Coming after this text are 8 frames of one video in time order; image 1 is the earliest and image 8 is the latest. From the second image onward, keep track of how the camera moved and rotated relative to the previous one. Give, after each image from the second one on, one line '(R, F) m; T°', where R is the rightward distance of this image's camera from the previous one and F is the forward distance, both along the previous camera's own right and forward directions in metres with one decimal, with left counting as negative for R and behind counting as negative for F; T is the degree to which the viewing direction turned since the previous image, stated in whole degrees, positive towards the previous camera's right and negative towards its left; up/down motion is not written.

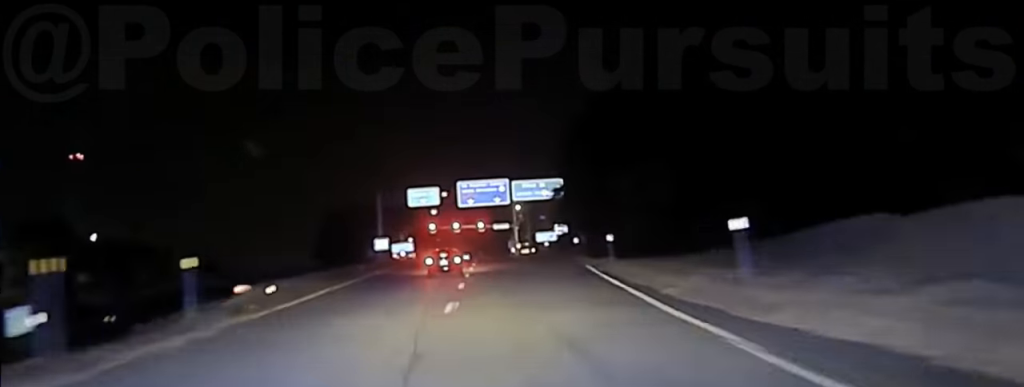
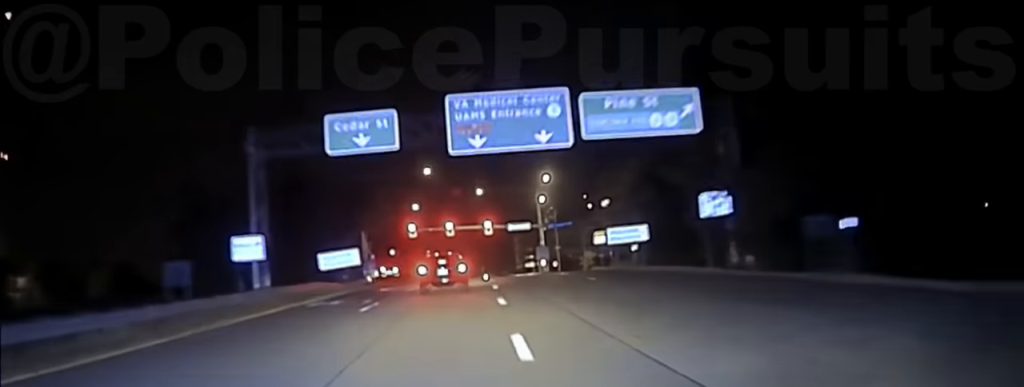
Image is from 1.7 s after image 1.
(+0.2, +54.3) m; 0°
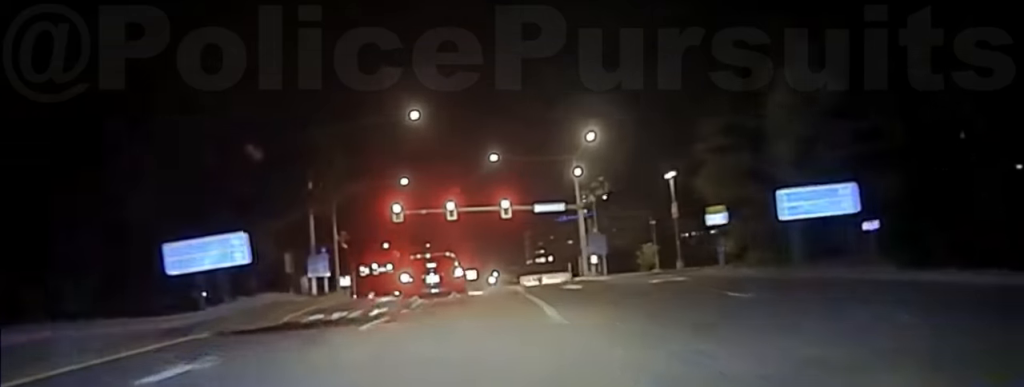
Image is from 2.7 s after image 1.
(-0.3, +27.0) m; -2°
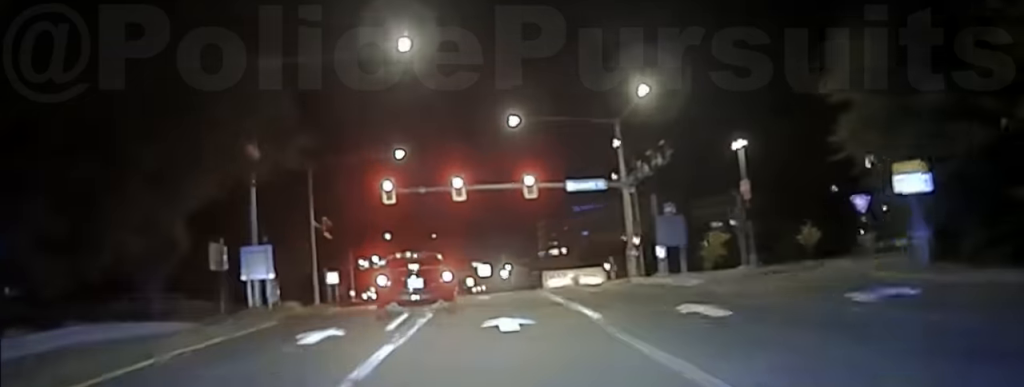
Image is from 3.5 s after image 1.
(-0.2, +15.3) m; -2°
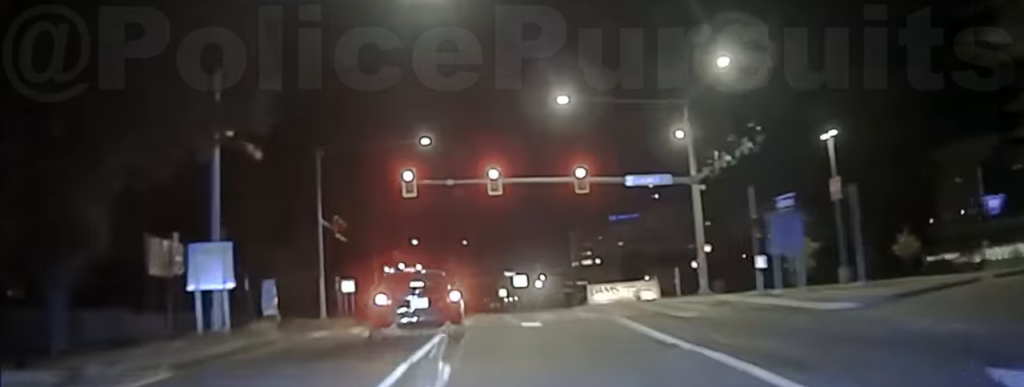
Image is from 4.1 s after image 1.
(0.0, +8.7) m; -4°
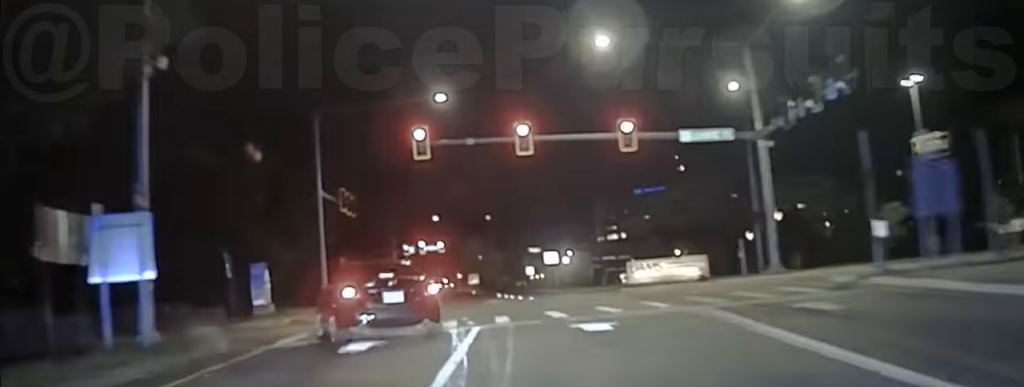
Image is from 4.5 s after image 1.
(-0.1, +5.6) m; -7°
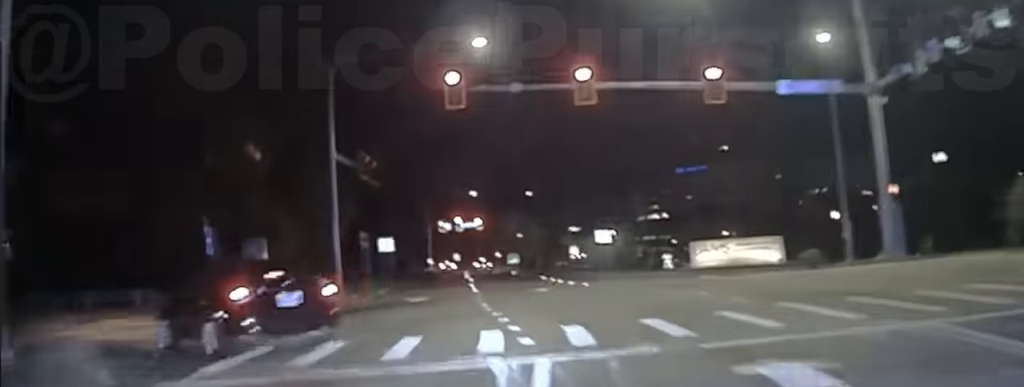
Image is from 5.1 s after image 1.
(+0.1, +6.8) m; -12°
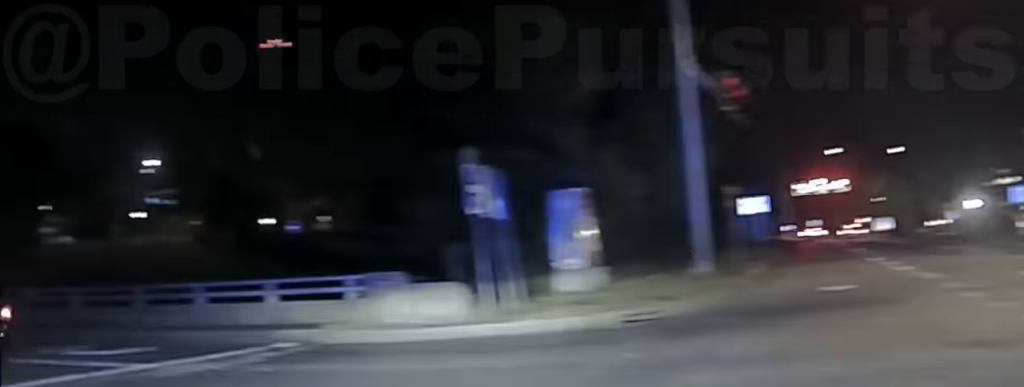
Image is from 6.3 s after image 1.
(-5.1, +11.9) m; -40°
